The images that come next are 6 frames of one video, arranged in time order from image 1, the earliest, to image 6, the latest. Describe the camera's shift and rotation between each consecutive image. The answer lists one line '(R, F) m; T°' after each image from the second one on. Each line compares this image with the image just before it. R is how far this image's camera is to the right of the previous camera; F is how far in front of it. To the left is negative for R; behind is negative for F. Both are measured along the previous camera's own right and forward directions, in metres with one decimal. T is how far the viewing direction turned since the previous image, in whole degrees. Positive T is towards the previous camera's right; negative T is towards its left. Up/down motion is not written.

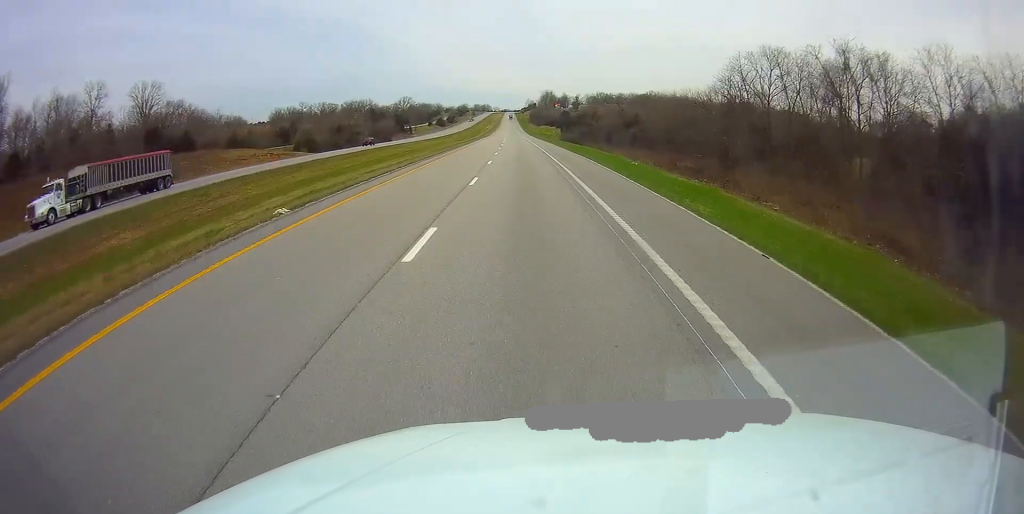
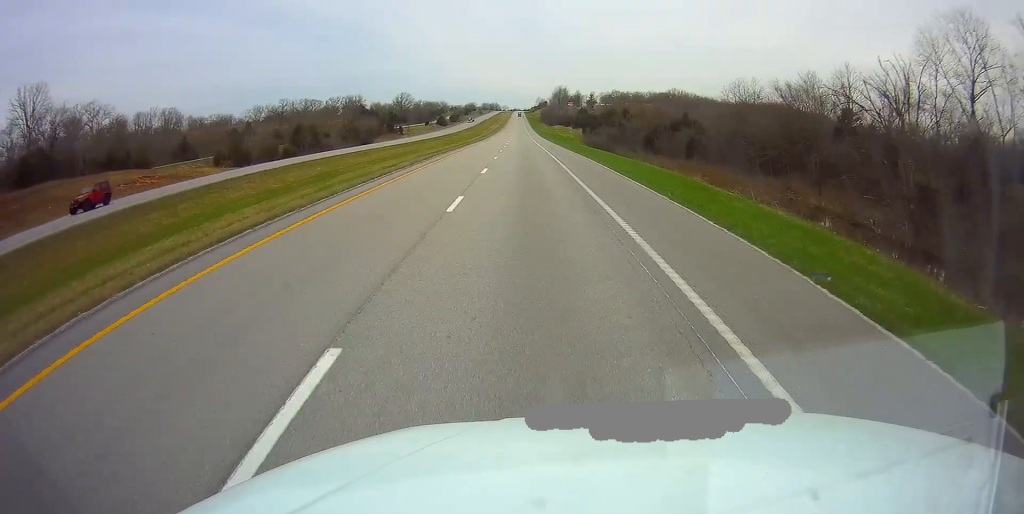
(-0.4, +43.6) m; -1°
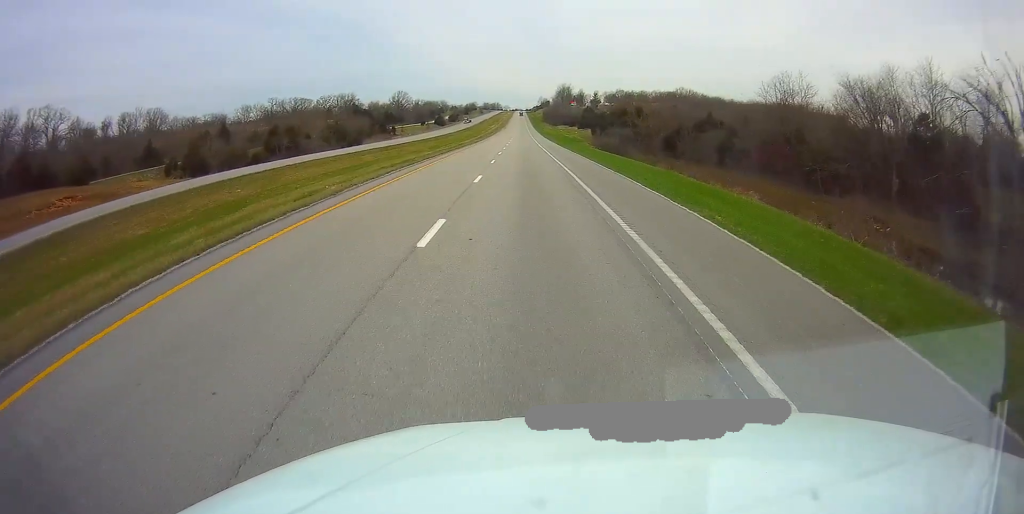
(0.0, +16.6) m; 0°
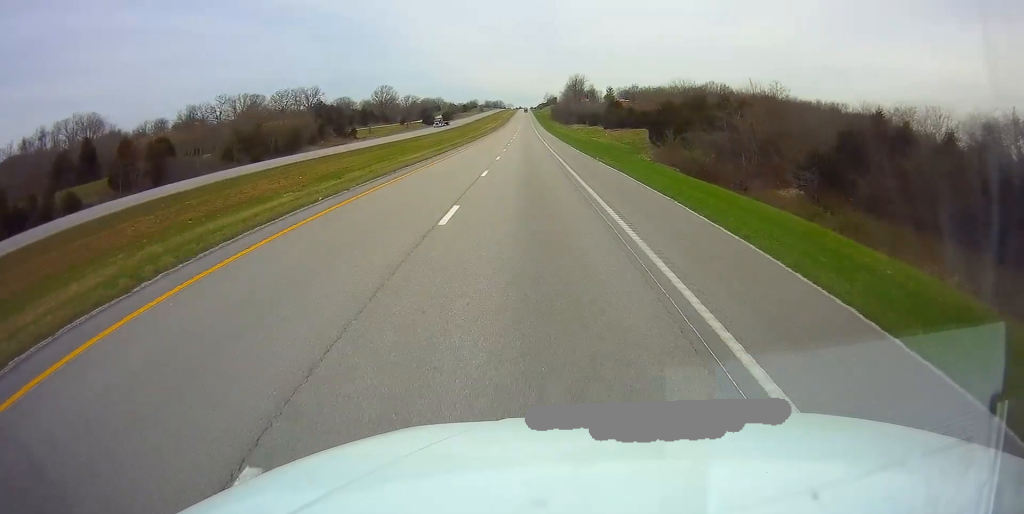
(-0.1, +59.1) m; 0°
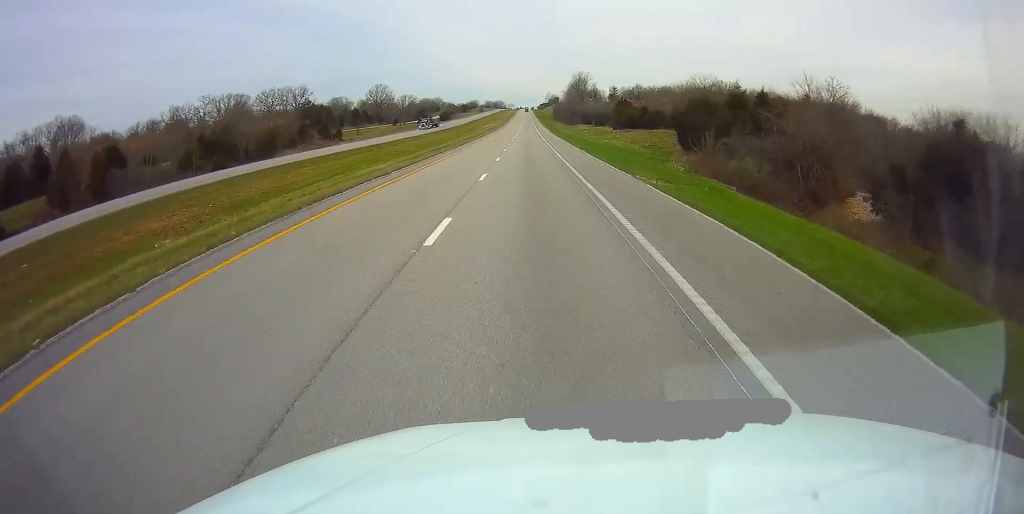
(0.0, +14.5) m; 0°
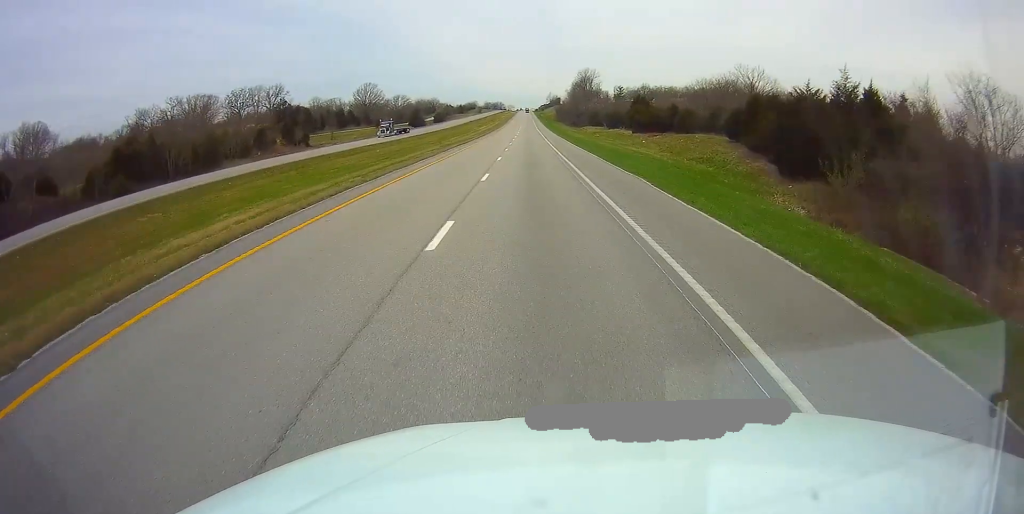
(0.0, +24.8) m; 0°
